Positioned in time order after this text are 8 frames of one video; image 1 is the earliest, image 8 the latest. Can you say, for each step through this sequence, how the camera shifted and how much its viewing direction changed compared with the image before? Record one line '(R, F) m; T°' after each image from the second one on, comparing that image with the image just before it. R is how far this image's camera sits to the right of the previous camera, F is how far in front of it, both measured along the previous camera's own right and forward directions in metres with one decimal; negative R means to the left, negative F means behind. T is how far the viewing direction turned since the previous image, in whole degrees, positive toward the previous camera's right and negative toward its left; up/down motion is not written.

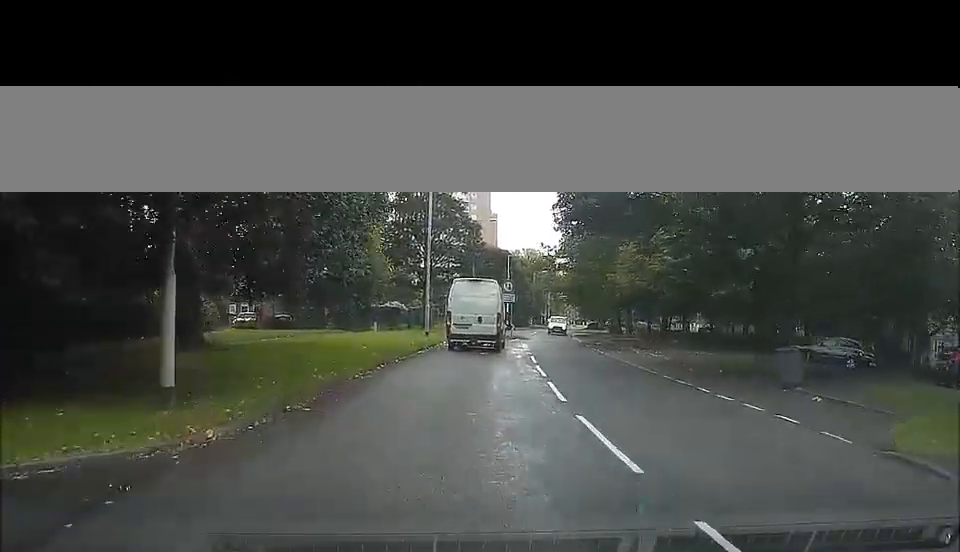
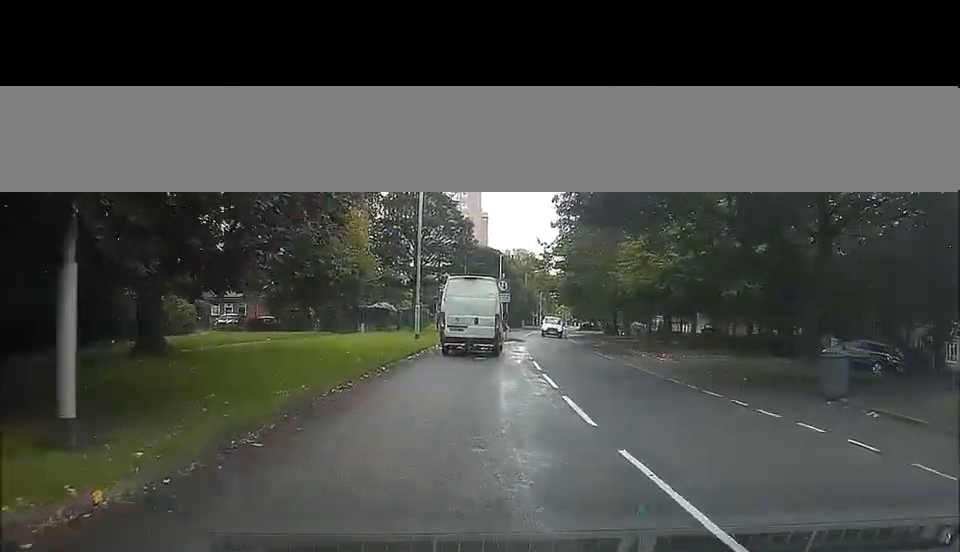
(+0.3, +3.2) m; -2°
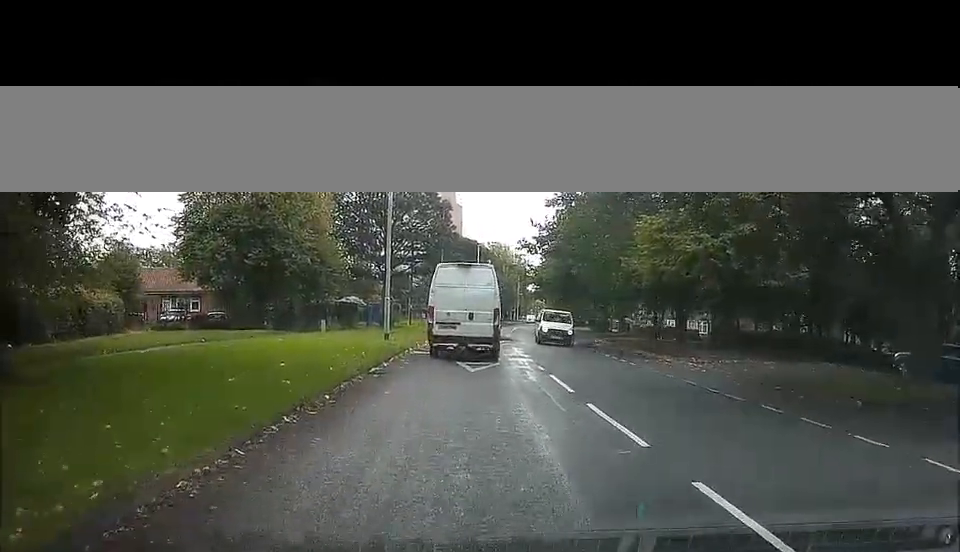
(-0.9, +8.7) m; -5°
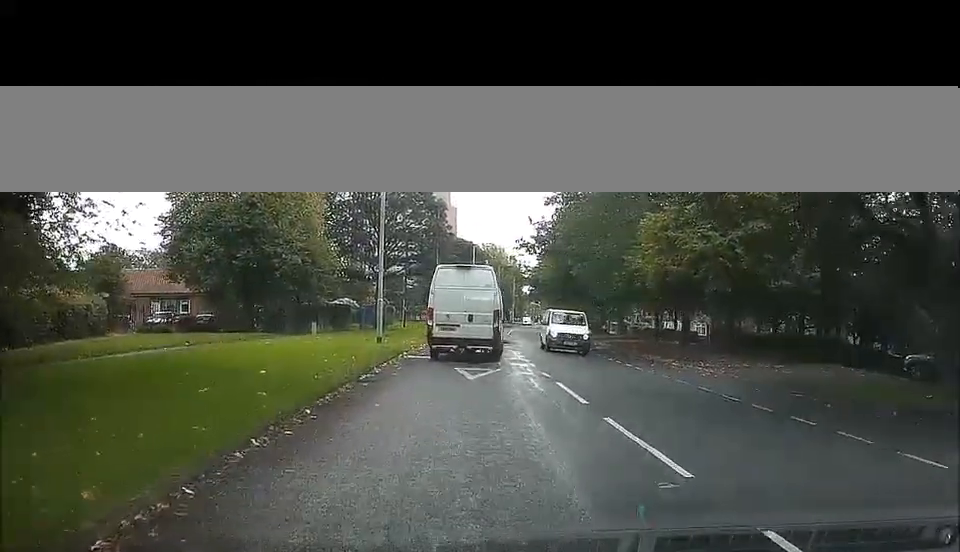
(+0.1, +2.0) m; +1°
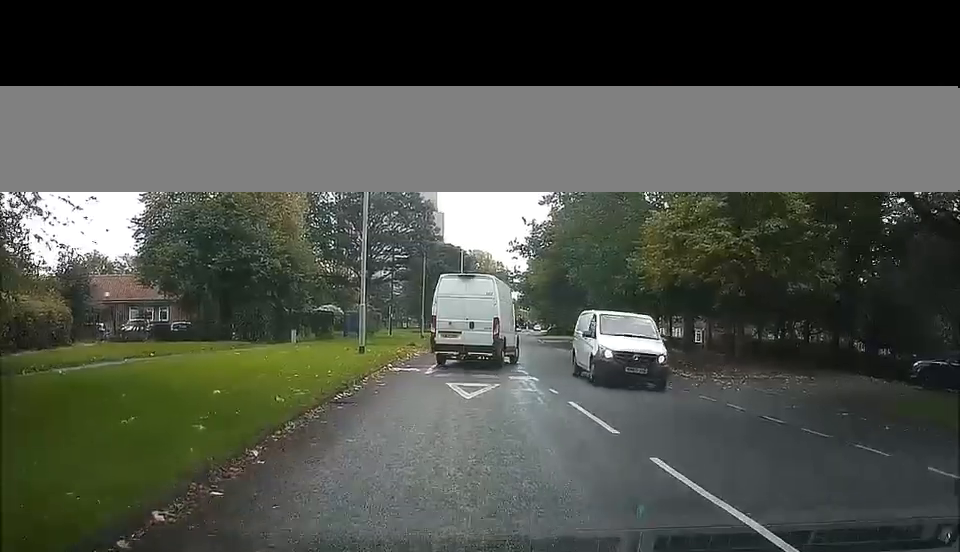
(-0.2, +3.4) m; +5°
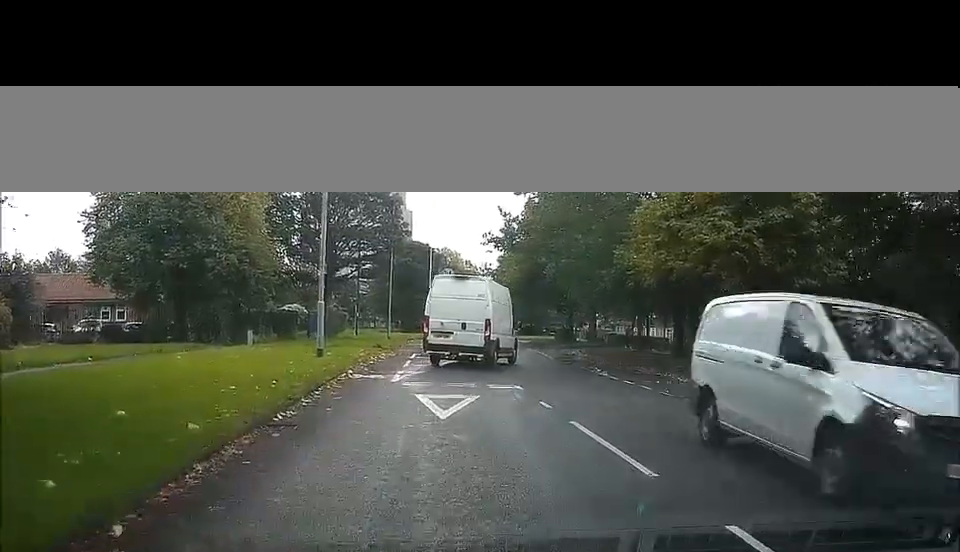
(+0.4, +3.0) m; +15°
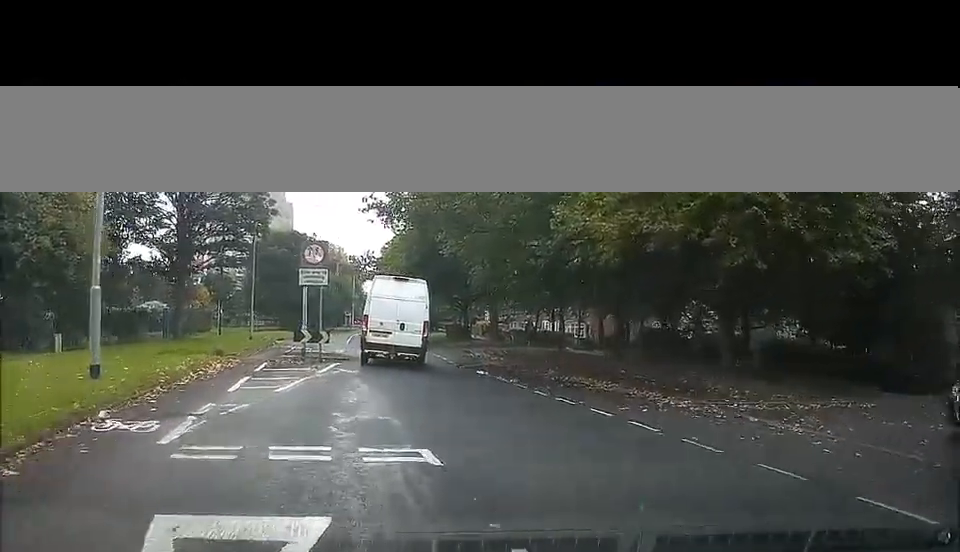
(+1.4, +6.8) m; +9°
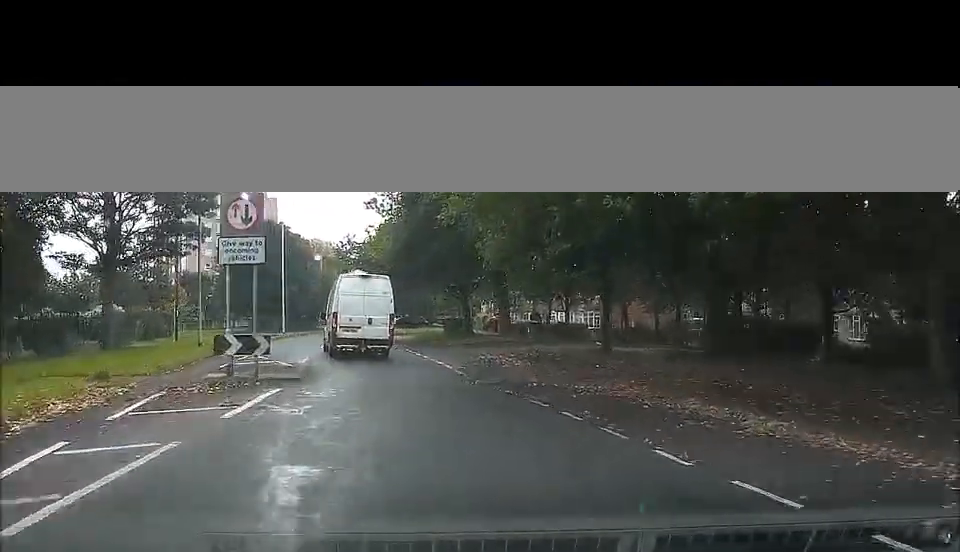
(-0.9, +6.9) m; -13°
